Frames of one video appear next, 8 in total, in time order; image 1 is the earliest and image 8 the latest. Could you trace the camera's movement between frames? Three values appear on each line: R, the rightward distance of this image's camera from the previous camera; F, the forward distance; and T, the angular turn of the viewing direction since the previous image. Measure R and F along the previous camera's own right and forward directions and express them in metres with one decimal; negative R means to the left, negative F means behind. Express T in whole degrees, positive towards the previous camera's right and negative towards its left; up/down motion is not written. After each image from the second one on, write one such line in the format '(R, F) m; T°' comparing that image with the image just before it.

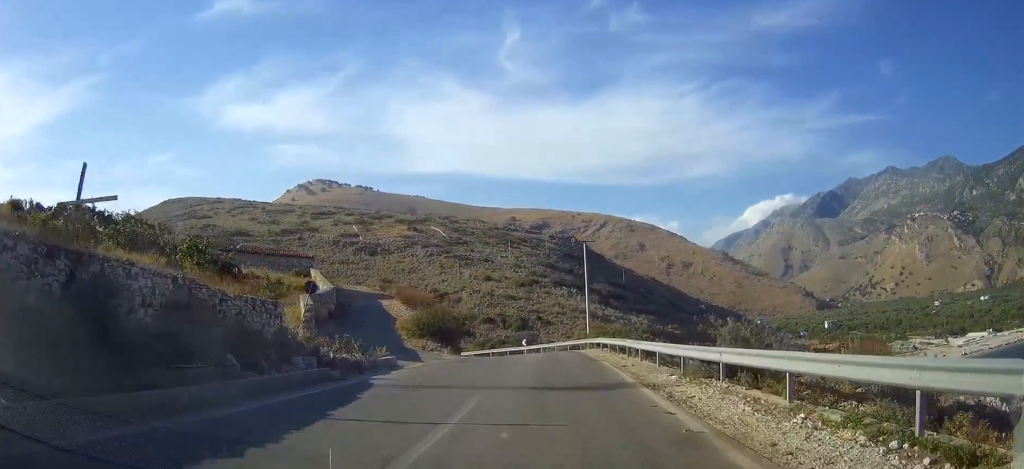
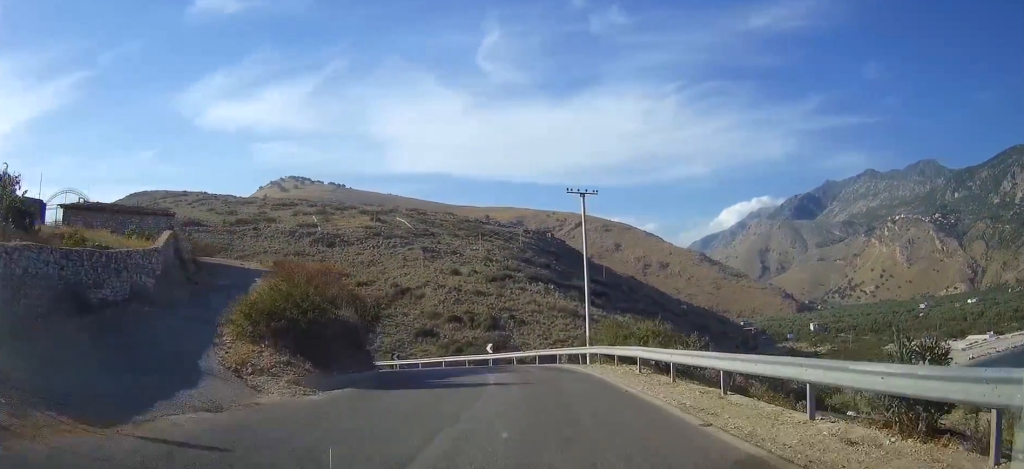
(+0.1, +21.6) m; 0°
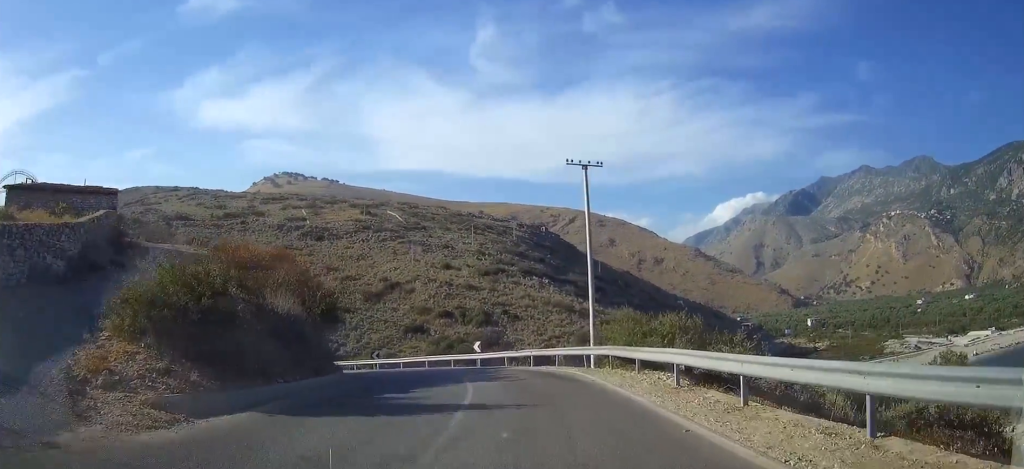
(0.0, +5.8) m; 0°
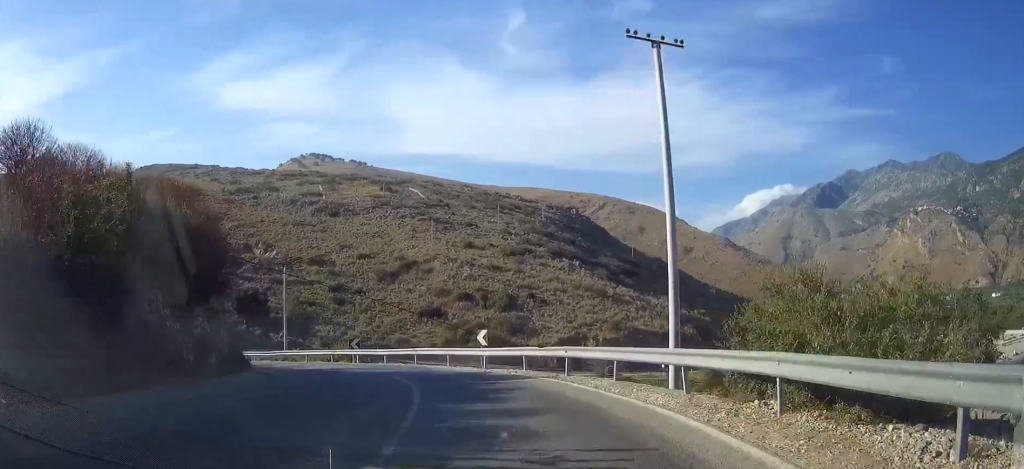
(0.0, +13.7) m; -2°
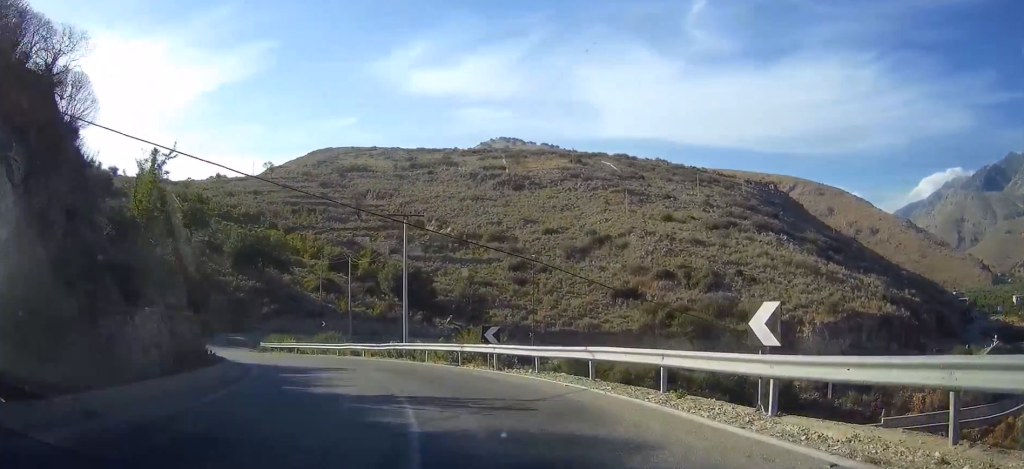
(-1.1, +17.4) m; -13°
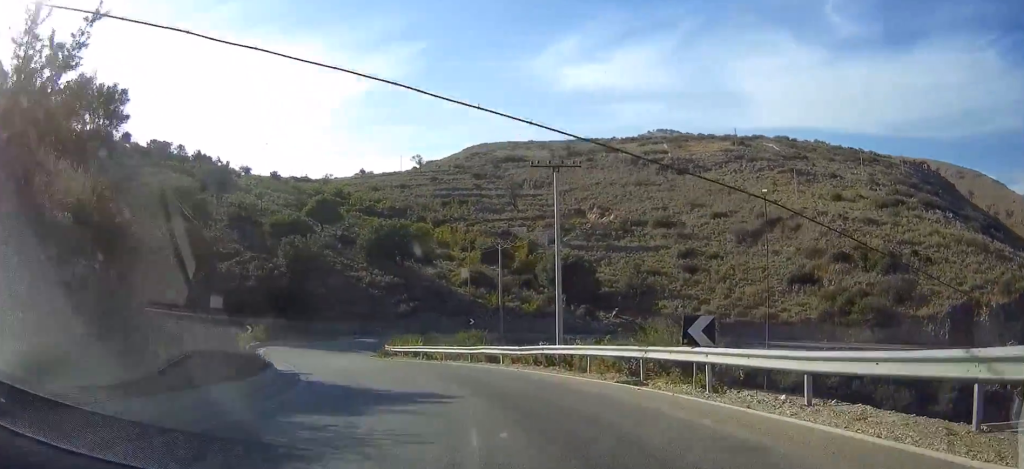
(-1.2, +10.4) m; -12°
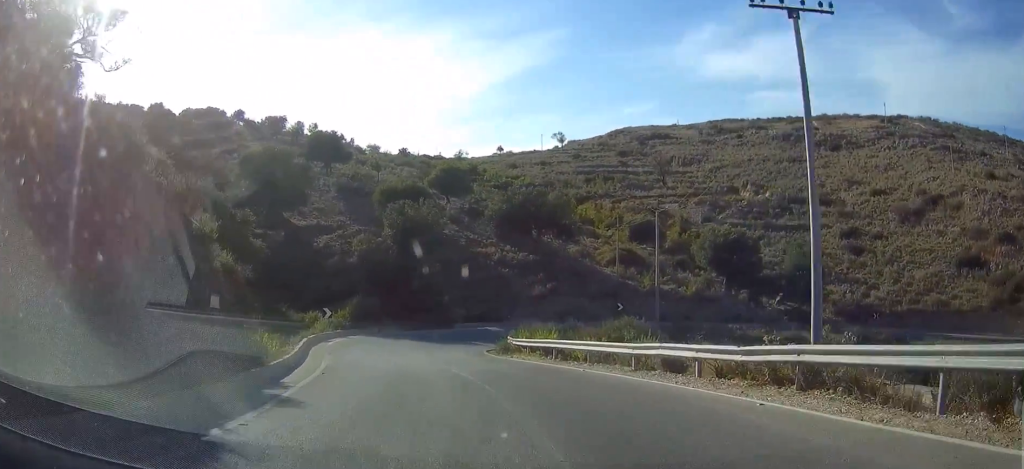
(-1.6, +12.6) m; -11°
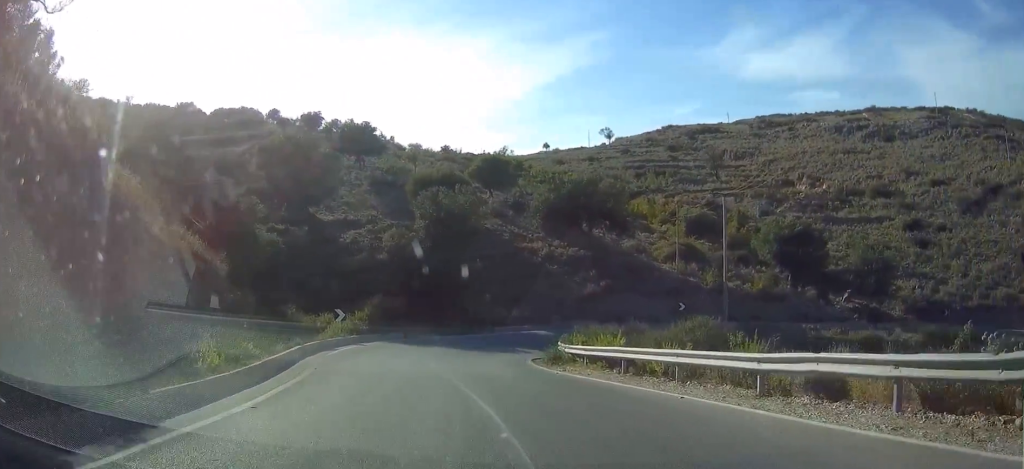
(-0.3, +7.2) m; -4°
